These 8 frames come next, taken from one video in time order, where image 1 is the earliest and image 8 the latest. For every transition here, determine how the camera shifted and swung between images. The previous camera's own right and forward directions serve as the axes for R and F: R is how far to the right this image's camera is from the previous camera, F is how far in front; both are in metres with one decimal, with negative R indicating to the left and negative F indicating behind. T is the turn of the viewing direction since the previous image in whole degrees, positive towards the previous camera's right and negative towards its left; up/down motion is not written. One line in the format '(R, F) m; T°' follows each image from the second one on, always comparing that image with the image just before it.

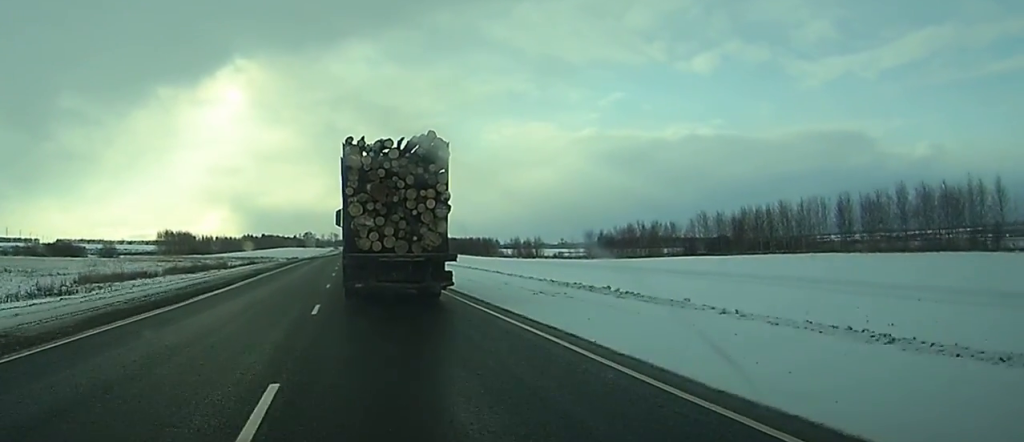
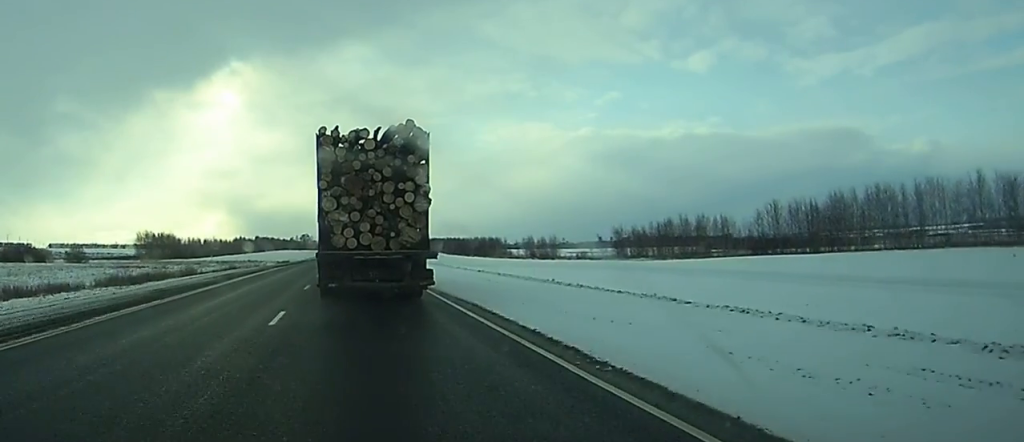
(+0.3, +27.6) m; +1°
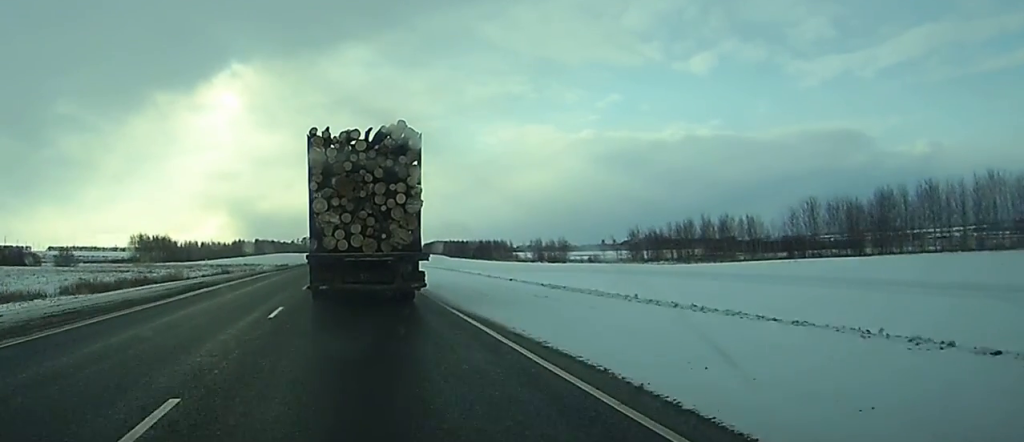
(0.0, +10.4) m; 0°
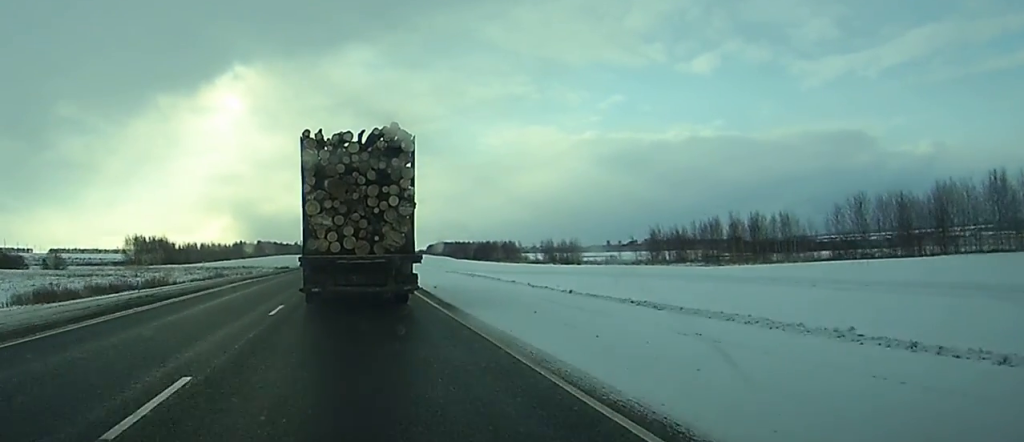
(0.0, +11.1) m; 0°
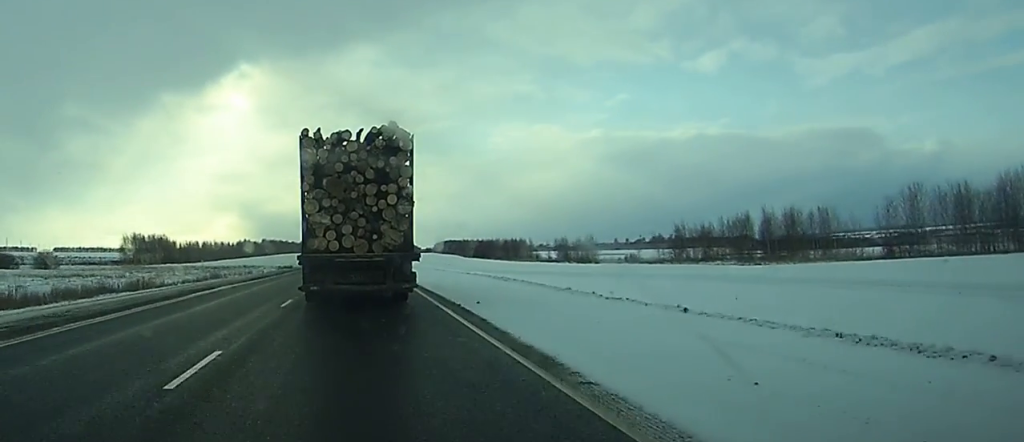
(0.0, +10.1) m; 0°
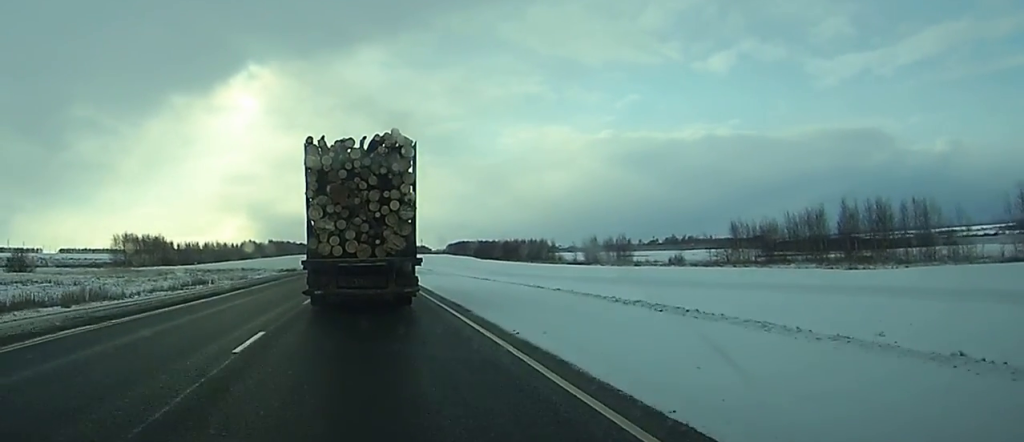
(-0.1, +21.3) m; -1°
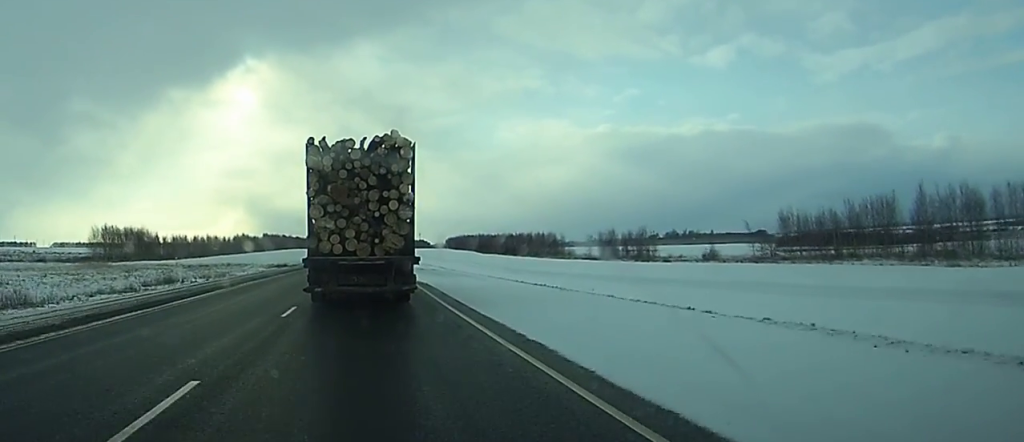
(-0.1, +18.0) m; 0°
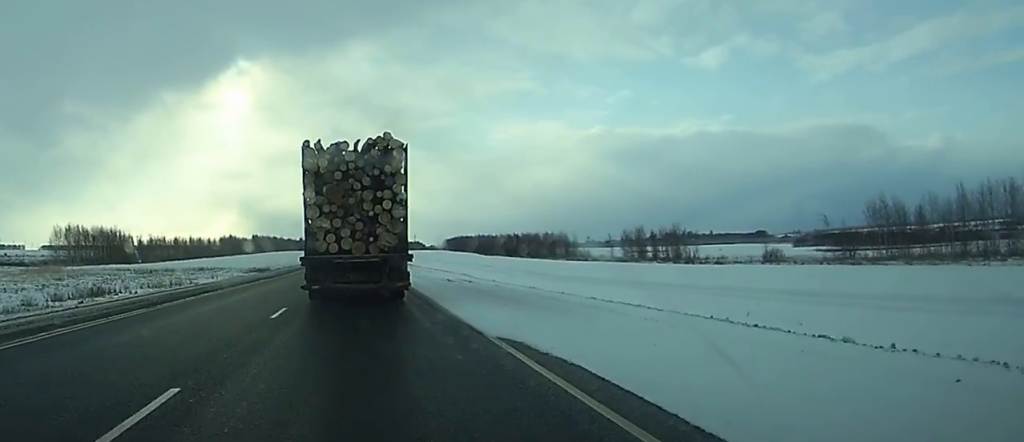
(-0.1, +24.5) m; 0°
